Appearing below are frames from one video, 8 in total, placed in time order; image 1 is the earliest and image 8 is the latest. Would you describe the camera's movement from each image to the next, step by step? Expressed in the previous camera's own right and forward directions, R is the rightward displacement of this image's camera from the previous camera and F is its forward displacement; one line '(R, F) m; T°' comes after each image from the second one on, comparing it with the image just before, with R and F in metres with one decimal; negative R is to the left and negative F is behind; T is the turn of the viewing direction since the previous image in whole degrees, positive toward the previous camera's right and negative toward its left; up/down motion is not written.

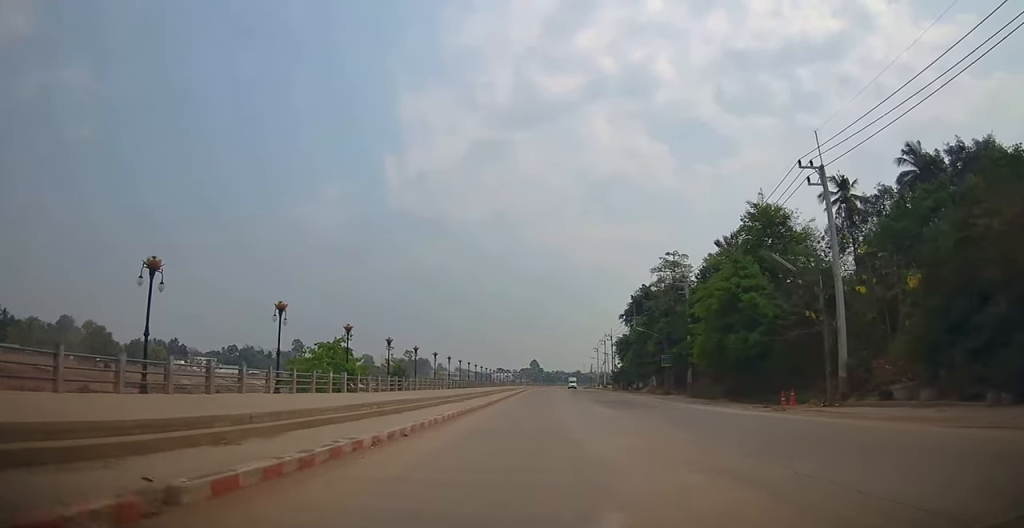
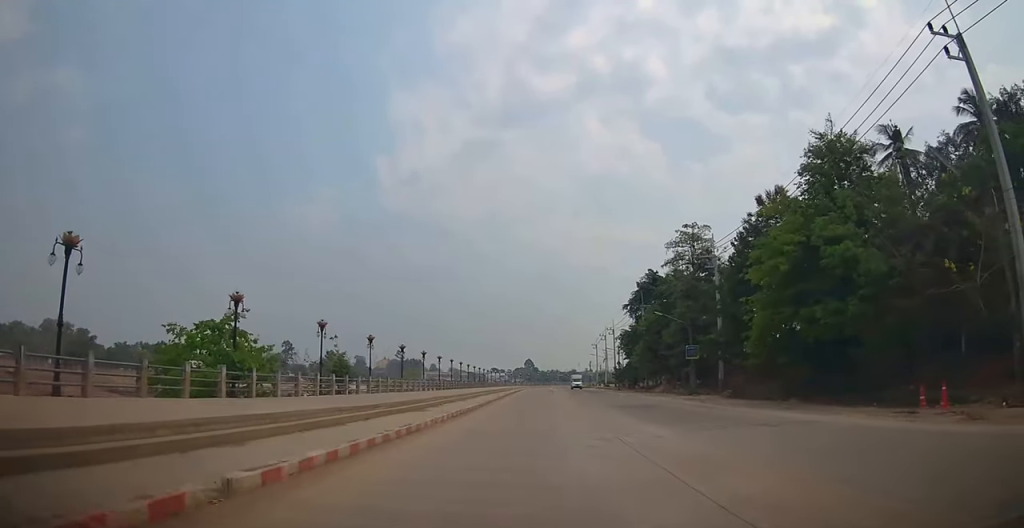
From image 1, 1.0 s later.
(0.0, +11.0) m; 0°
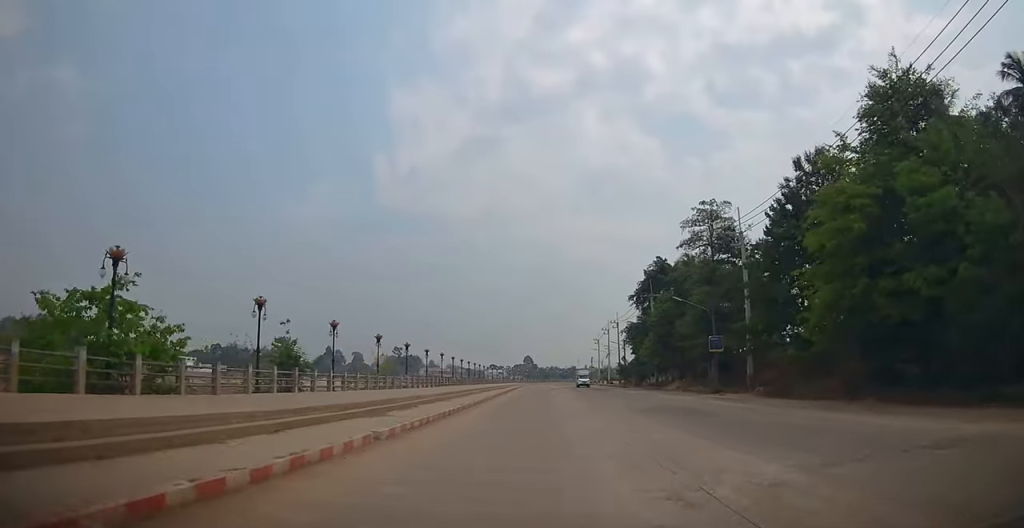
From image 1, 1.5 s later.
(-0.3, +6.1) m; 0°
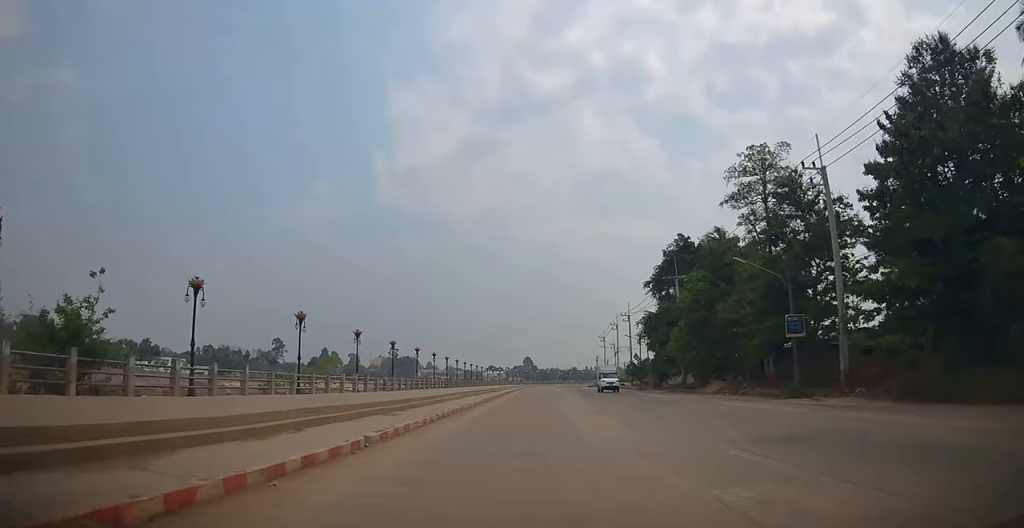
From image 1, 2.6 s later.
(+0.5, +12.0) m; -1°
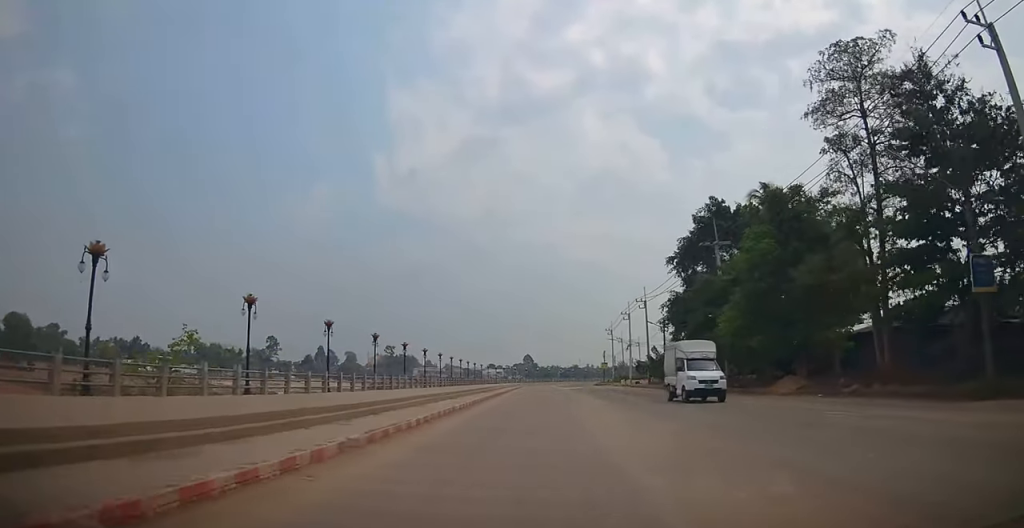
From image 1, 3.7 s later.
(-0.5, +12.3) m; 0°
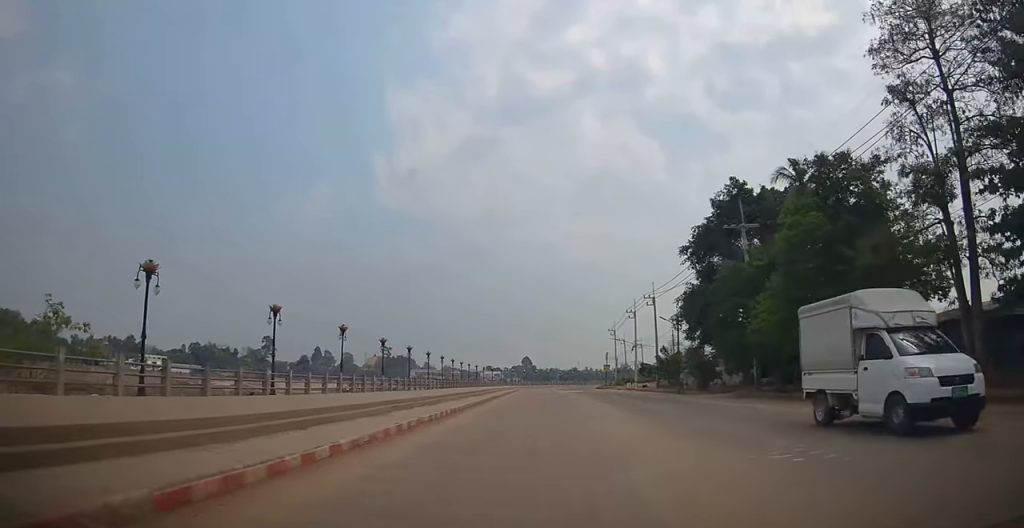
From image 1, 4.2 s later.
(+0.3, +5.7) m; 0°
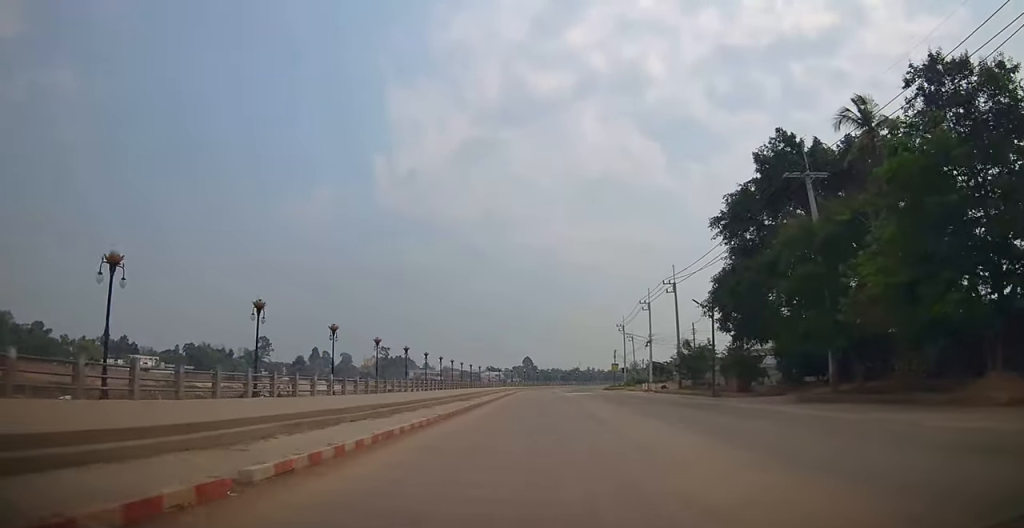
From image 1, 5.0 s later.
(-0.2, +9.4) m; +1°
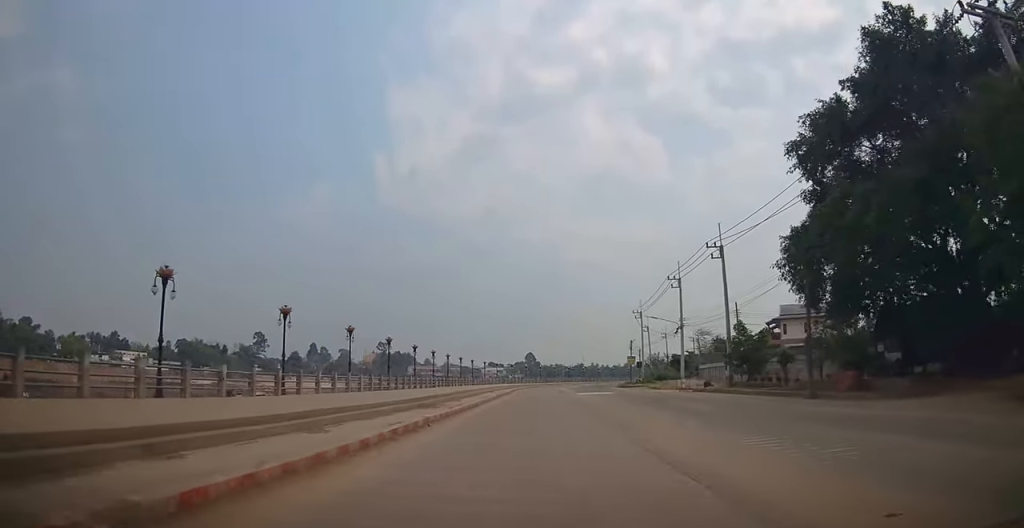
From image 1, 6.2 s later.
(+0.3, +13.8) m; +3°
